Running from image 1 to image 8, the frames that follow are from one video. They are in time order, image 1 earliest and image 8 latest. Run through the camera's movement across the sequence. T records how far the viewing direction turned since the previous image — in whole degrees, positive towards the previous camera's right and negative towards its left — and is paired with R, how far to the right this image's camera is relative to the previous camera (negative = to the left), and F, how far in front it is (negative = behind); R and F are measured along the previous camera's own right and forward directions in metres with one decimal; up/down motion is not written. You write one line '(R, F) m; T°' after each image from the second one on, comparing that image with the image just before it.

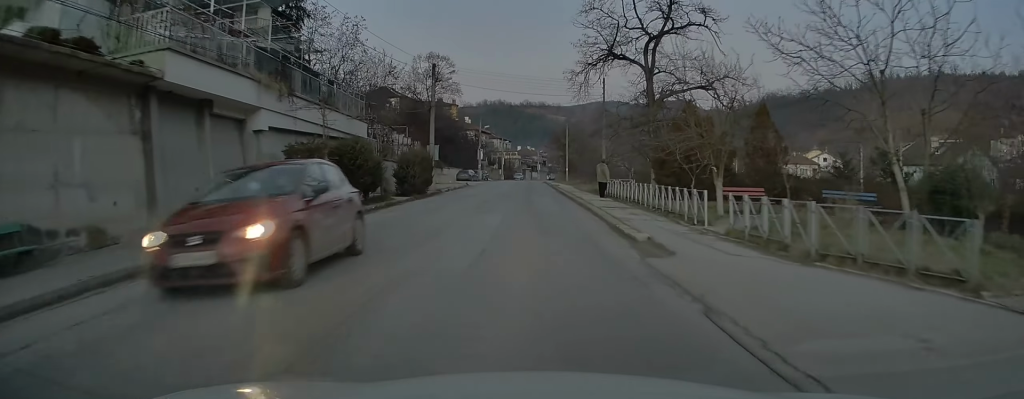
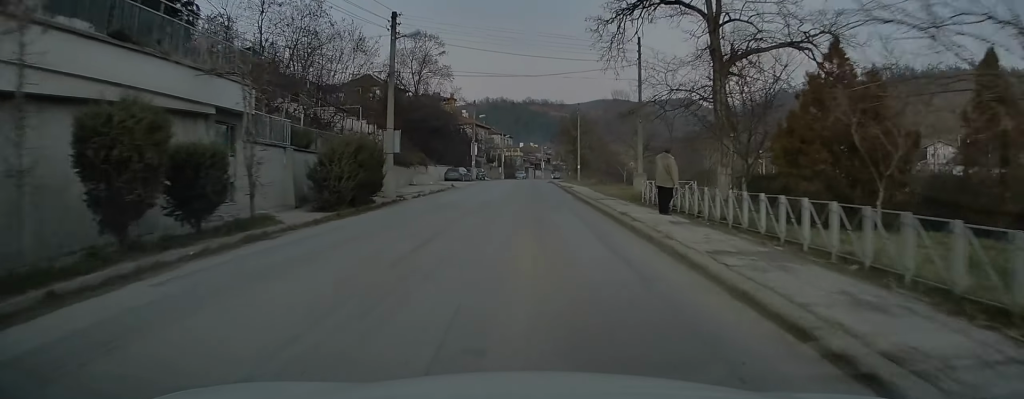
(-0.2, +13.6) m; 0°
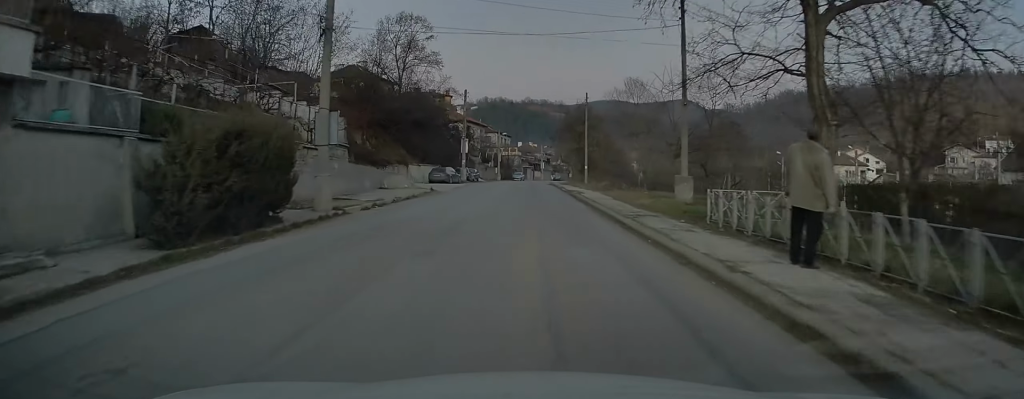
(+0.1, +9.3) m; 0°
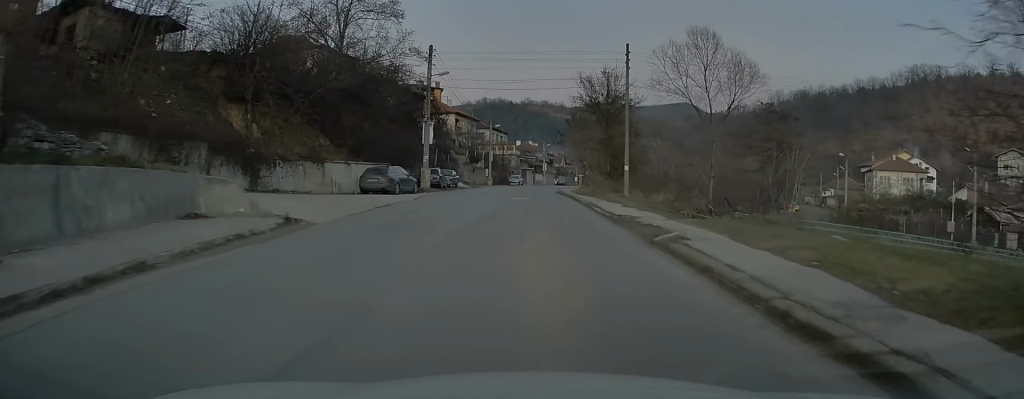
(-0.1, +22.4) m; -1°
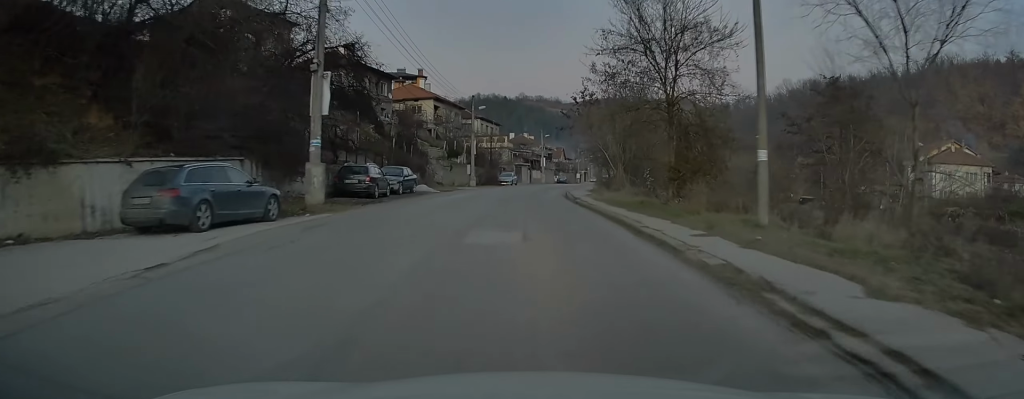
(0.0, +19.5) m; +1°
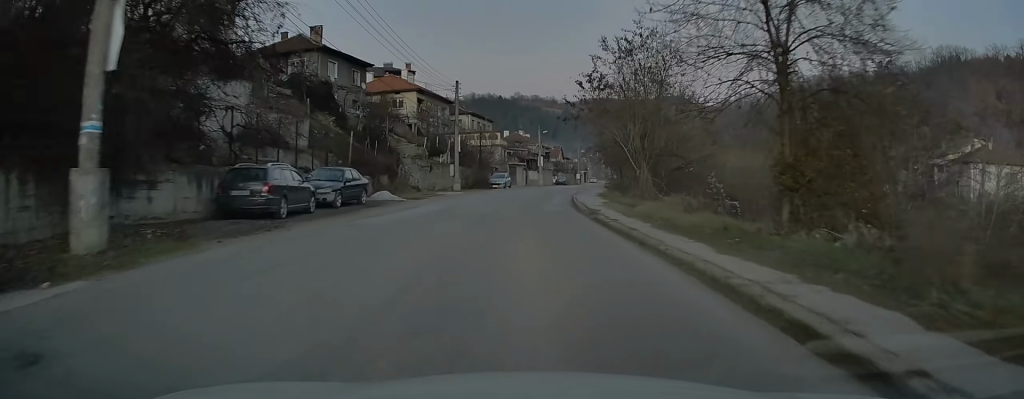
(+0.1, +10.4) m; +1°
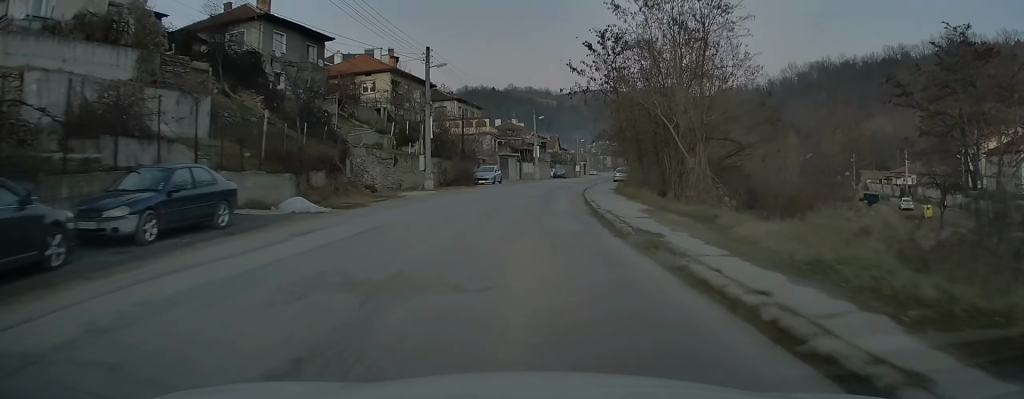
(+0.3, +11.7) m; +1°
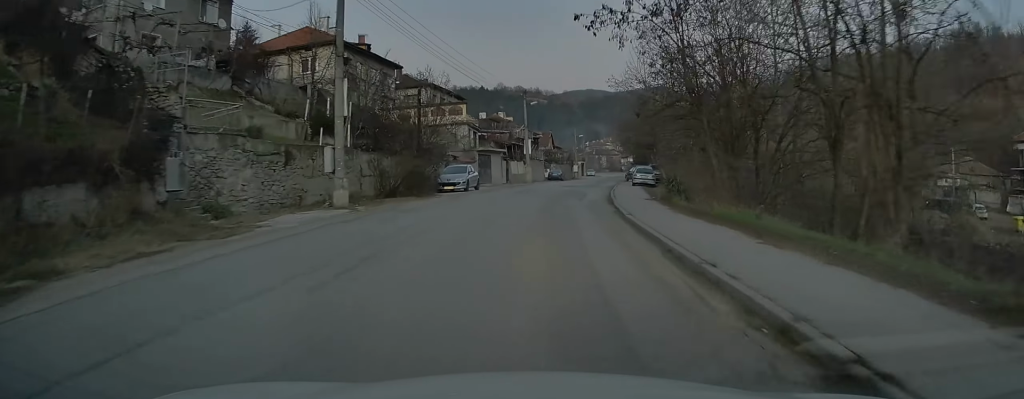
(-0.1, +16.6) m; +2°
